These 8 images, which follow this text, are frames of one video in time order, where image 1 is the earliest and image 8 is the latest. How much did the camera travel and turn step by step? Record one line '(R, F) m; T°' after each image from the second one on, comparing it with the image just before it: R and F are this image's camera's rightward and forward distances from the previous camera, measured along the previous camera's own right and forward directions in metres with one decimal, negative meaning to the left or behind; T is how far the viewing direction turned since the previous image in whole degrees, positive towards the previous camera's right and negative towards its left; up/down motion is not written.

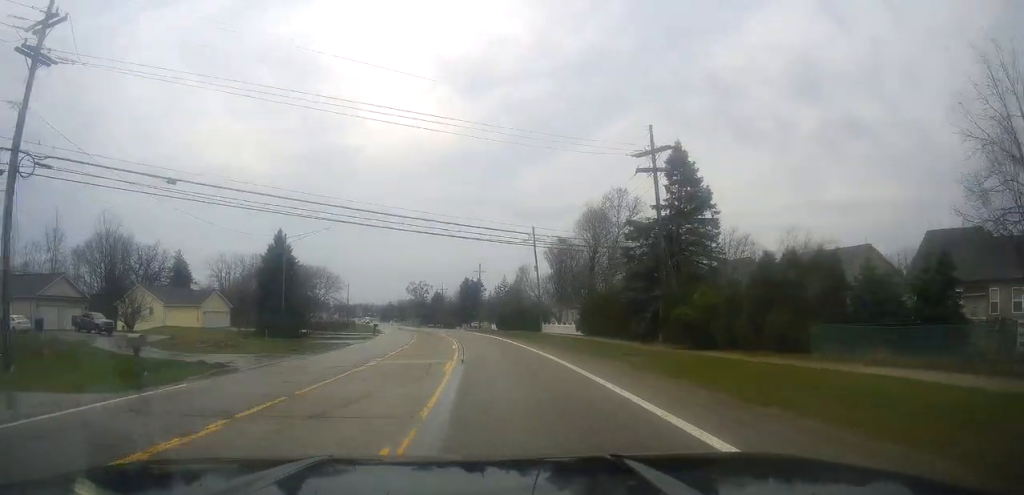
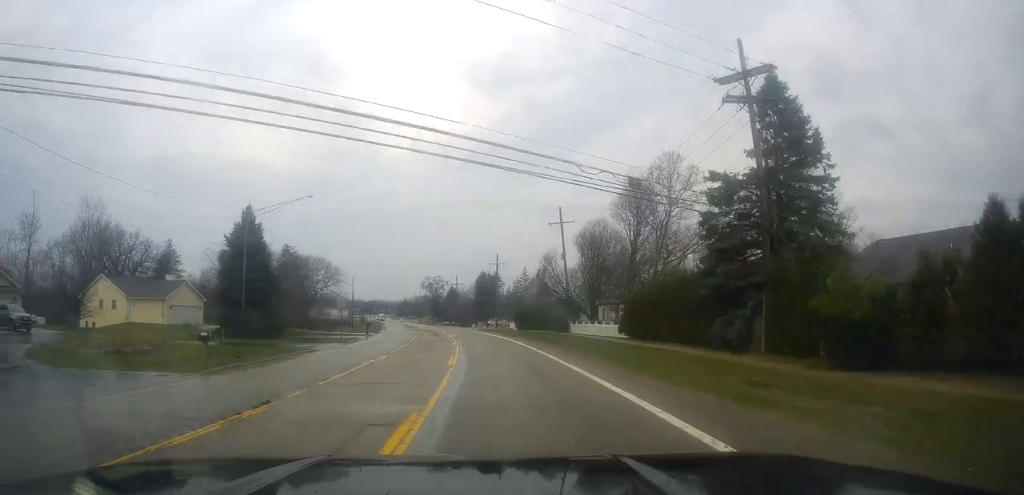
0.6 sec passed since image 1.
(-0.3, +13.1) m; -2°
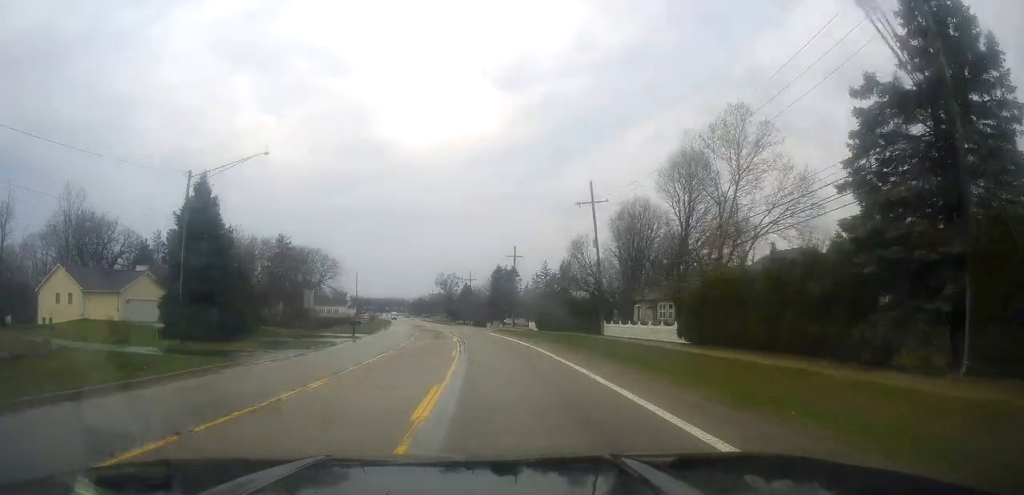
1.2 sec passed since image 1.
(-0.2, +11.7) m; -2°
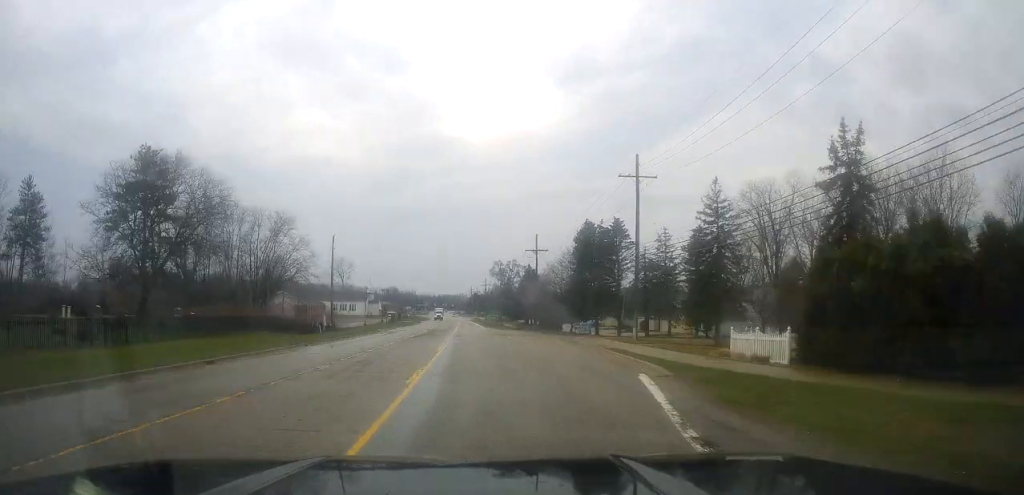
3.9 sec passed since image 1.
(-2.2, +56.8) m; -7°
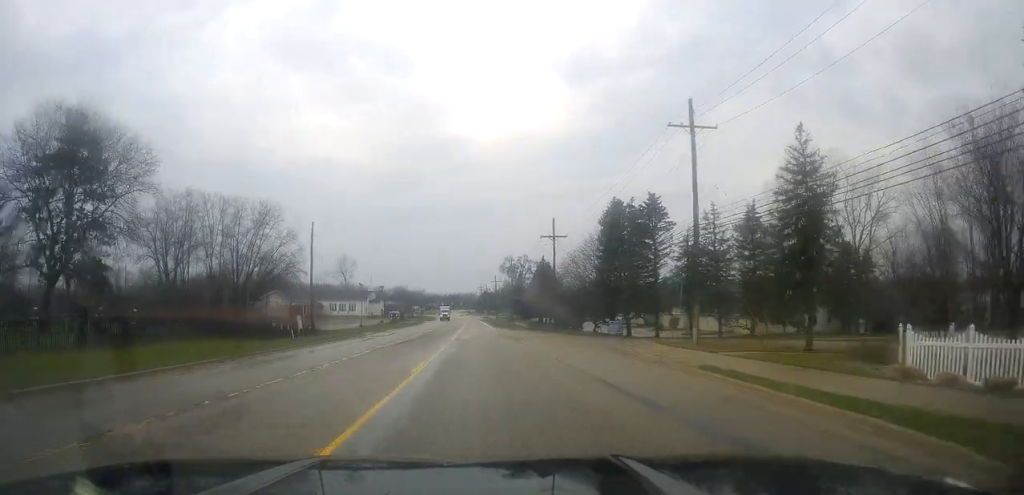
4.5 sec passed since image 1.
(-0.3, +11.8) m; -1°
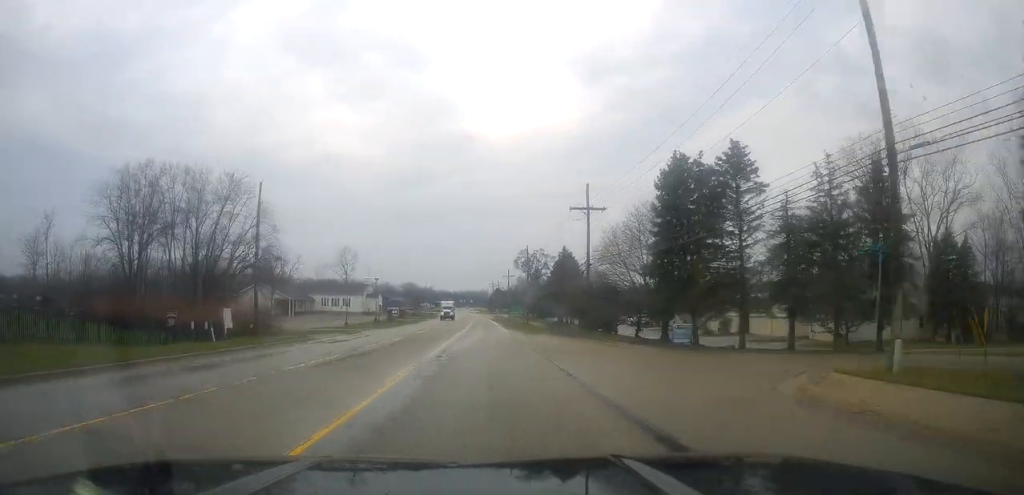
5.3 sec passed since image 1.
(-0.3, +17.2) m; -1°
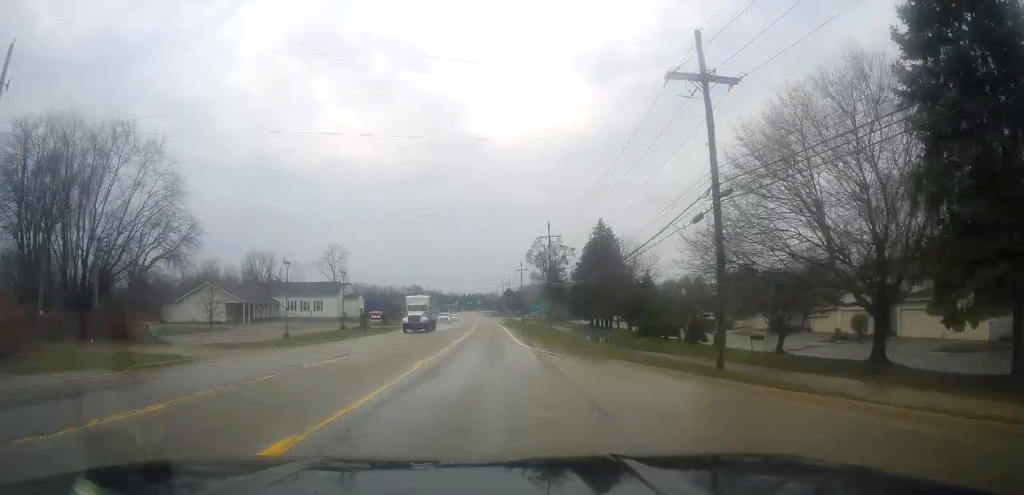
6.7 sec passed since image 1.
(-0.1, +28.3) m; -2°
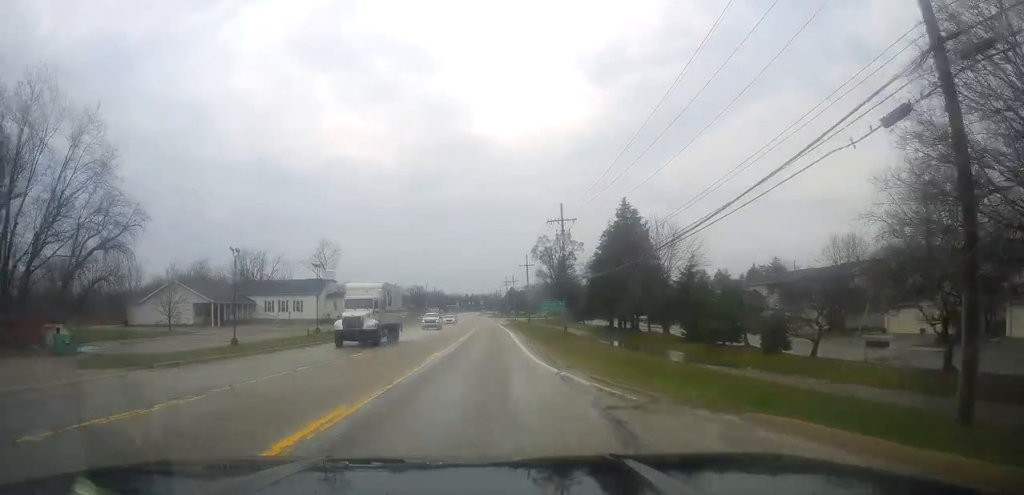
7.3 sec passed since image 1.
(-0.1, +12.5) m; -1°
